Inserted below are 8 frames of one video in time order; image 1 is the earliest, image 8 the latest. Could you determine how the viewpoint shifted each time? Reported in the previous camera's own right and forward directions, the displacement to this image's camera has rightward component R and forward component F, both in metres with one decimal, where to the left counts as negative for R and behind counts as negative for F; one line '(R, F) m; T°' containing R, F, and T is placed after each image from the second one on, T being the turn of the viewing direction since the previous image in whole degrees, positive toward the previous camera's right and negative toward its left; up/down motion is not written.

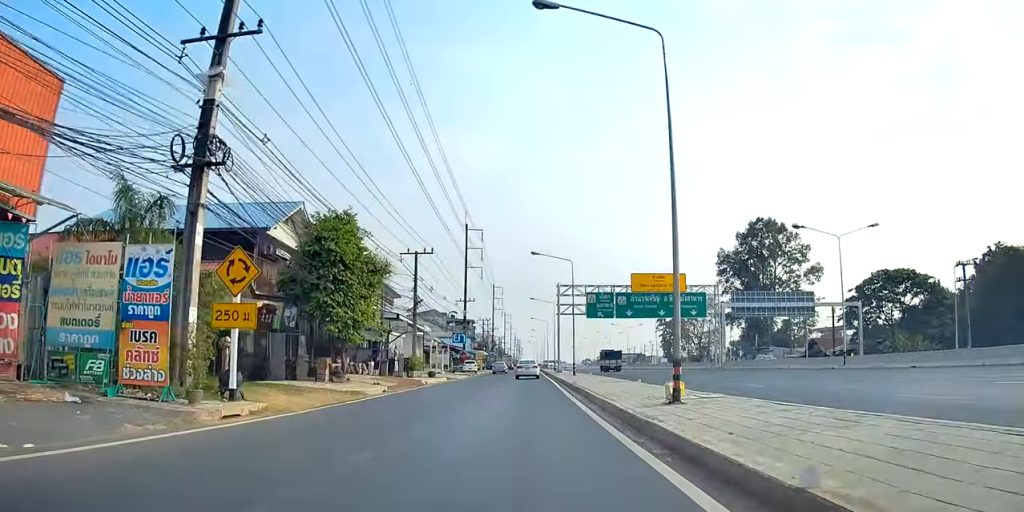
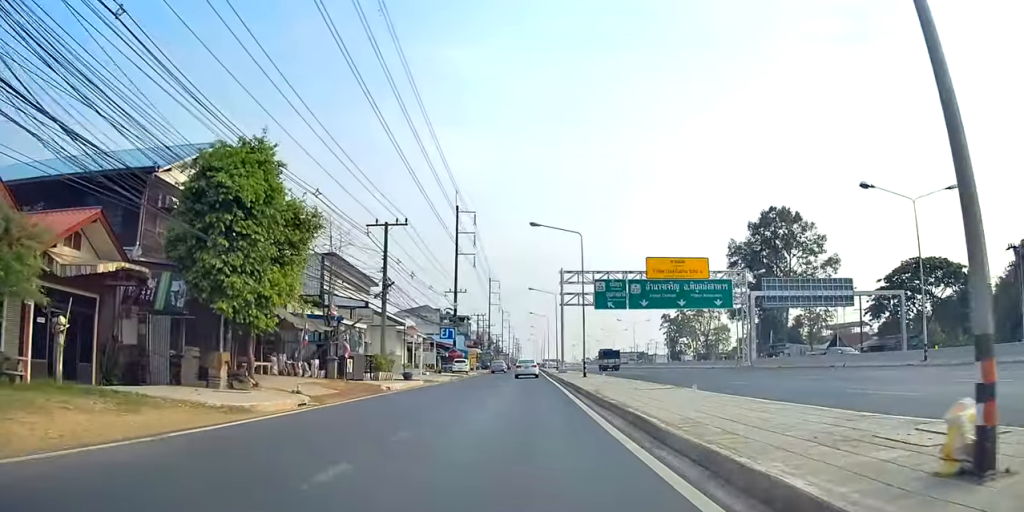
(0.0, +9.5) m; +1°
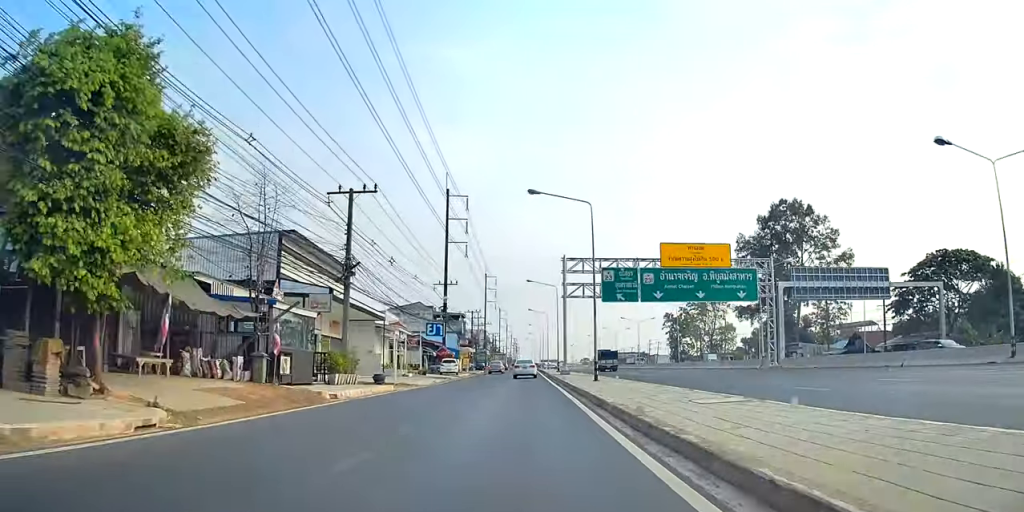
(+0.2, +7.1) m; 0°
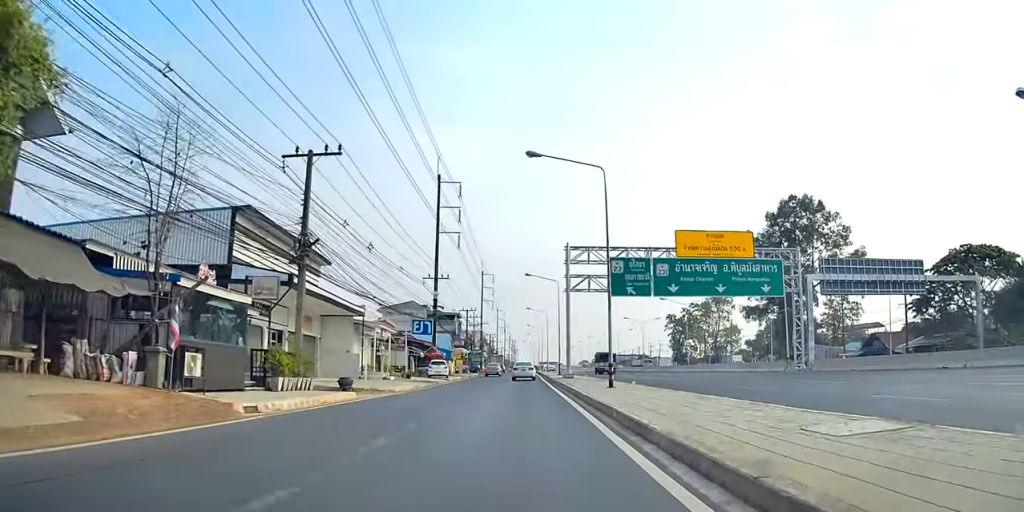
(+0.2, +6.1) m; 0°
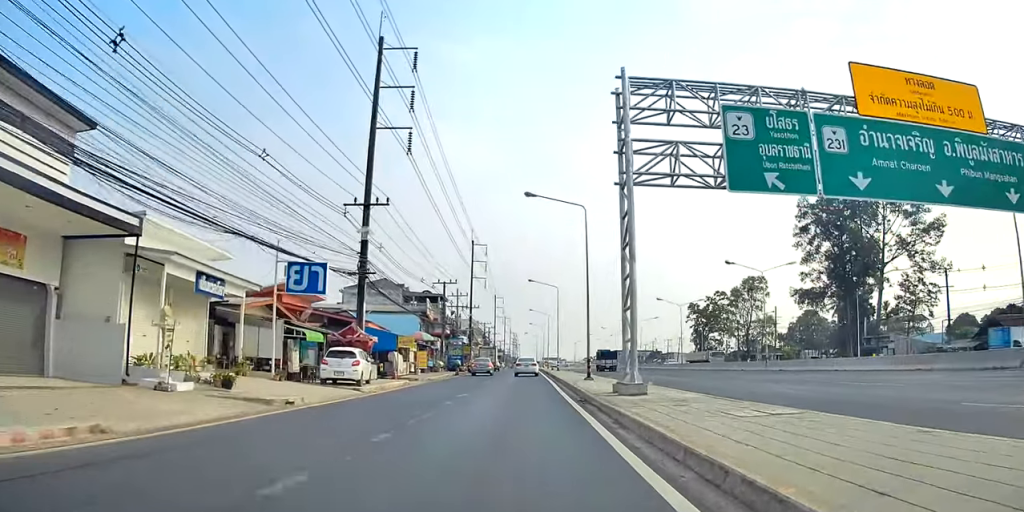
(-0.1, +26.7) m; -1°
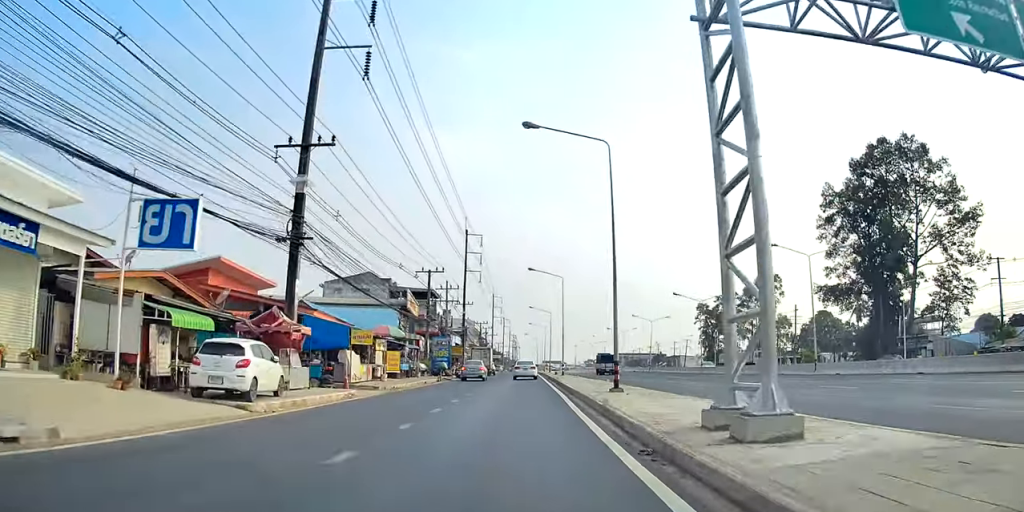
(-0.2, +10.0) m; 0°
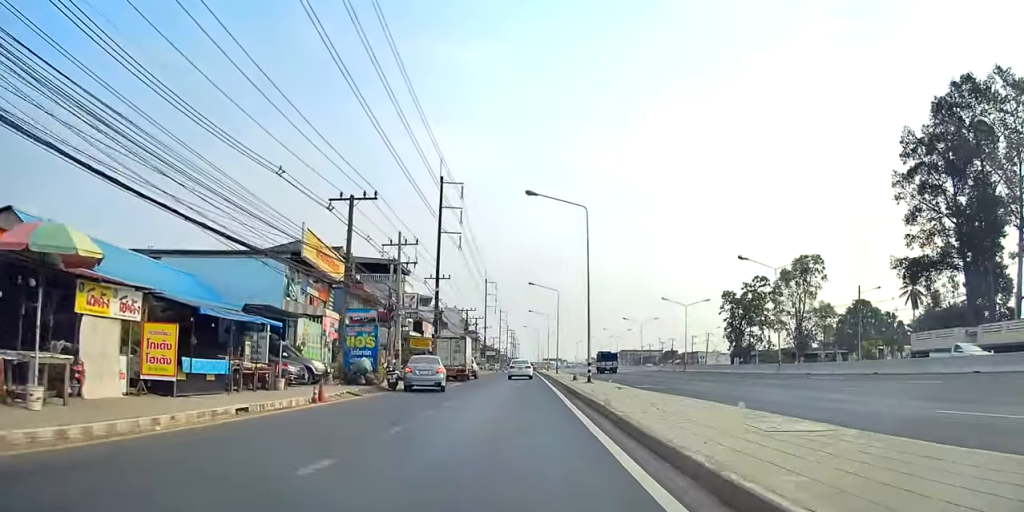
(+0.1, +24.8) m; +1°
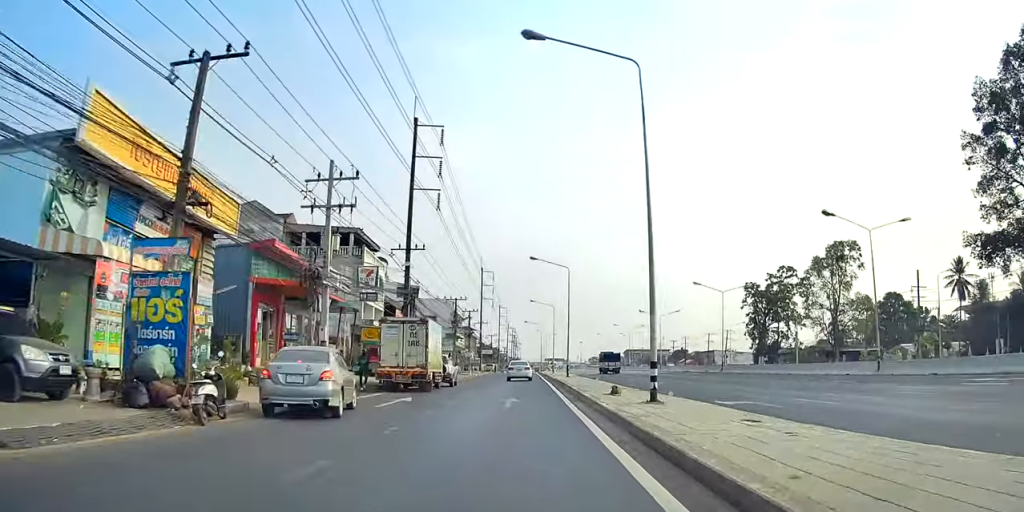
(0.0, +15.8) m; -3°
